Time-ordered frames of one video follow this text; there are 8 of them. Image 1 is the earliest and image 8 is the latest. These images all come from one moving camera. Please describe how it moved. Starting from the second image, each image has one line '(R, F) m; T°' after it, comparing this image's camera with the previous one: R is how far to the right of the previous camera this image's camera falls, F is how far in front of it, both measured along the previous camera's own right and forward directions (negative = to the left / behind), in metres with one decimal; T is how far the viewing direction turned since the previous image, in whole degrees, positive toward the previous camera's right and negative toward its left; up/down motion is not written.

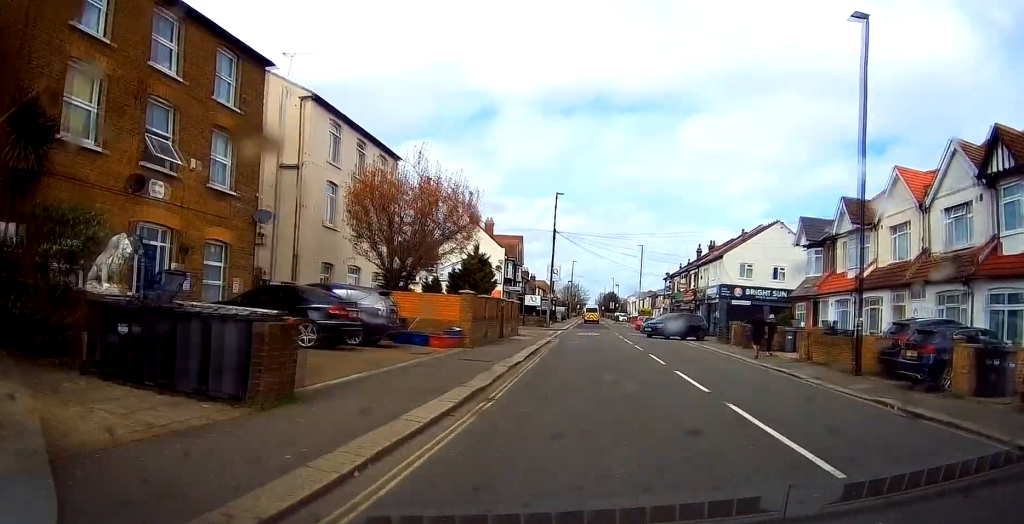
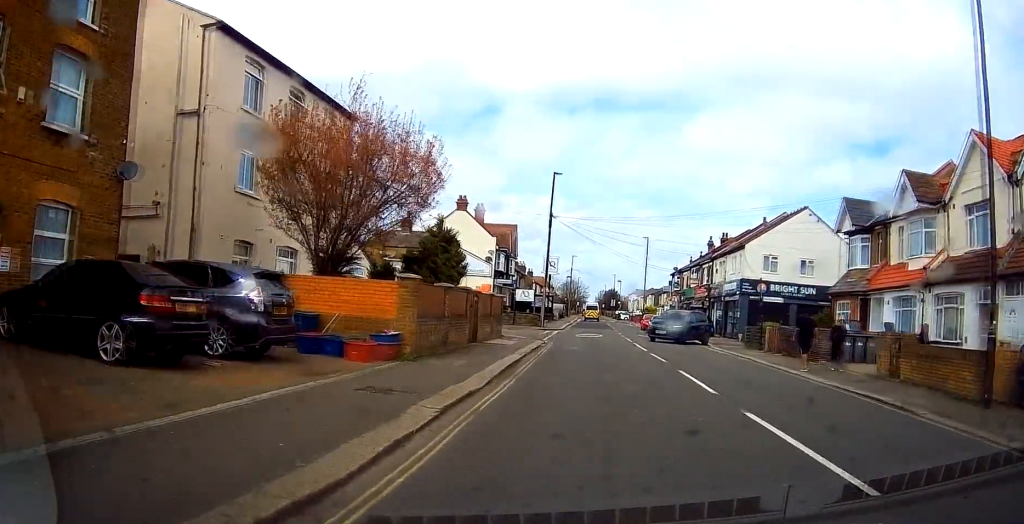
(-0.1, +7.0) m; +2°
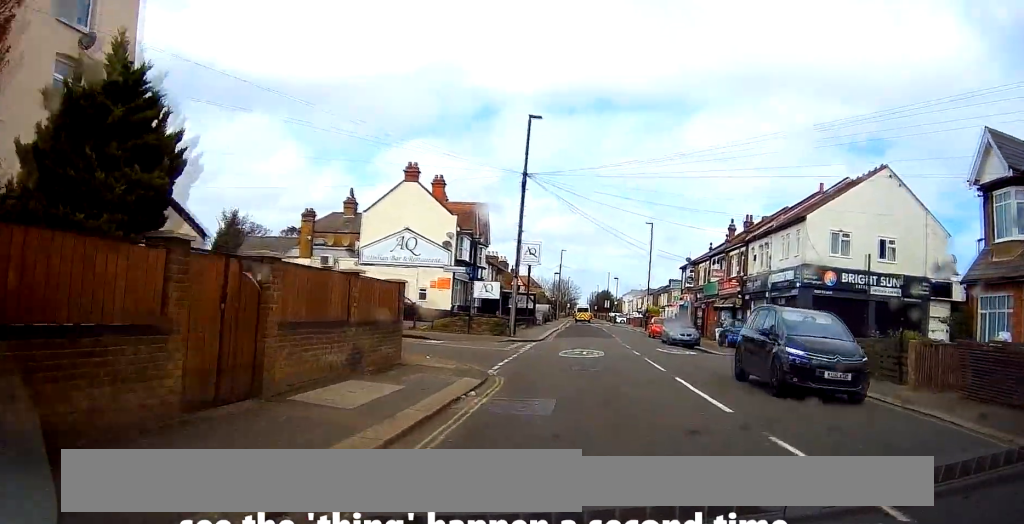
(+0.4, +14.5) m; 0°
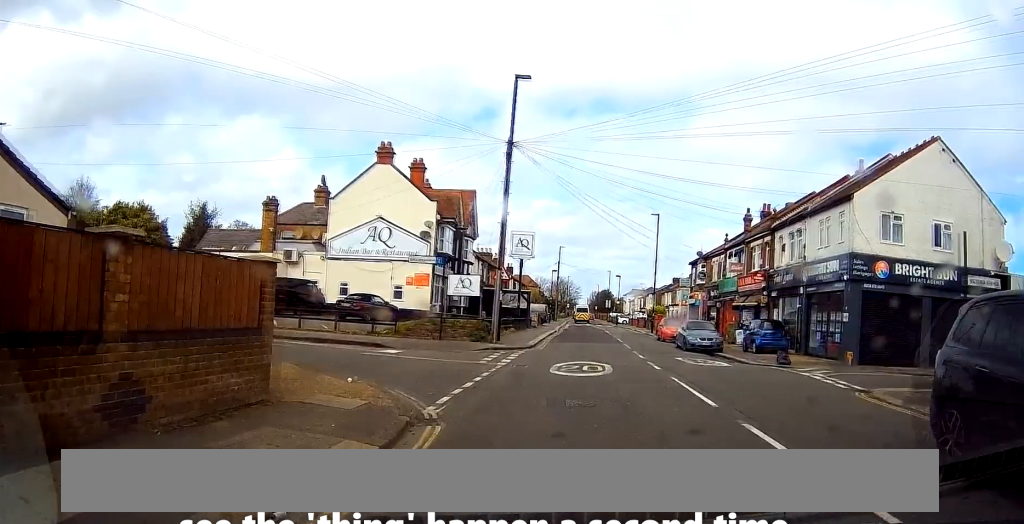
(-0.2, +5.9) m; -1°
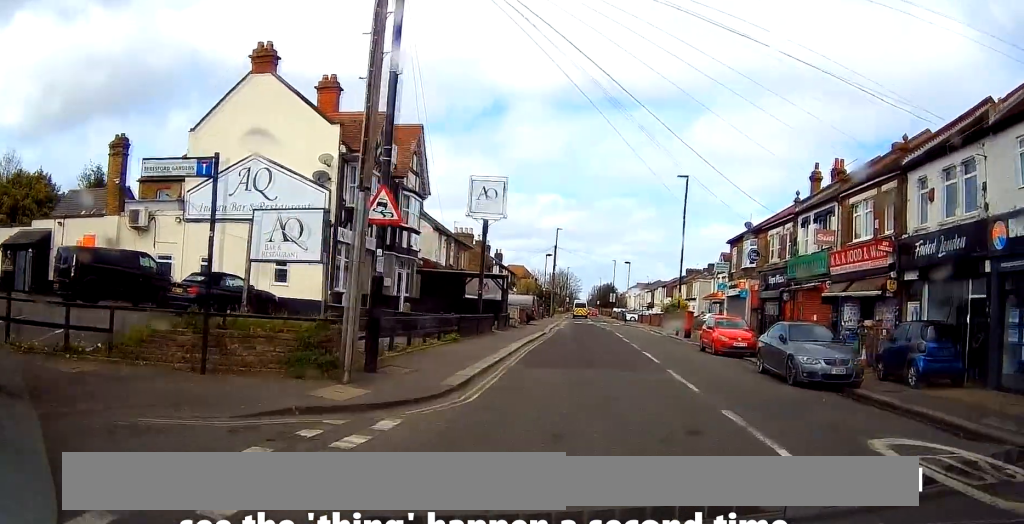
(0.0, +15.3) m; 0°
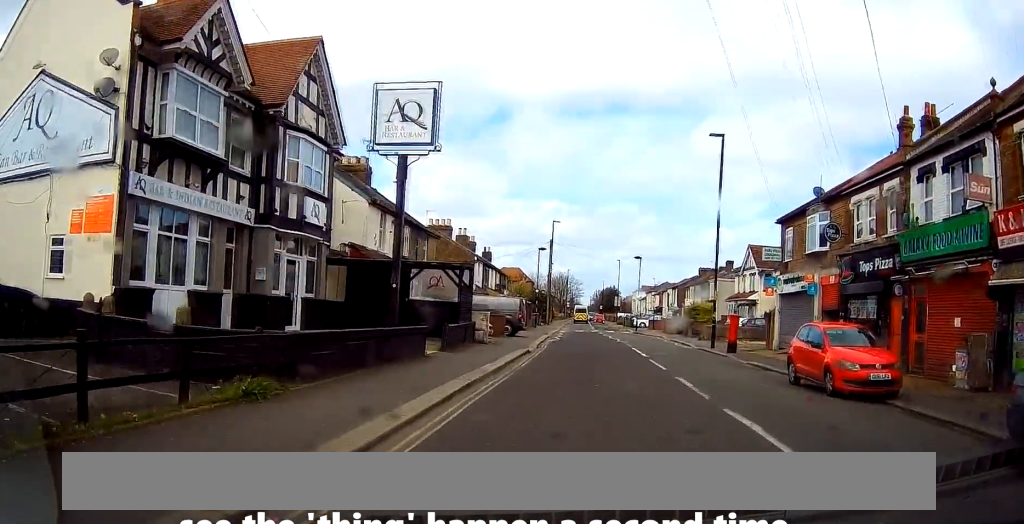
(+0.2, +11.7) m; +1°
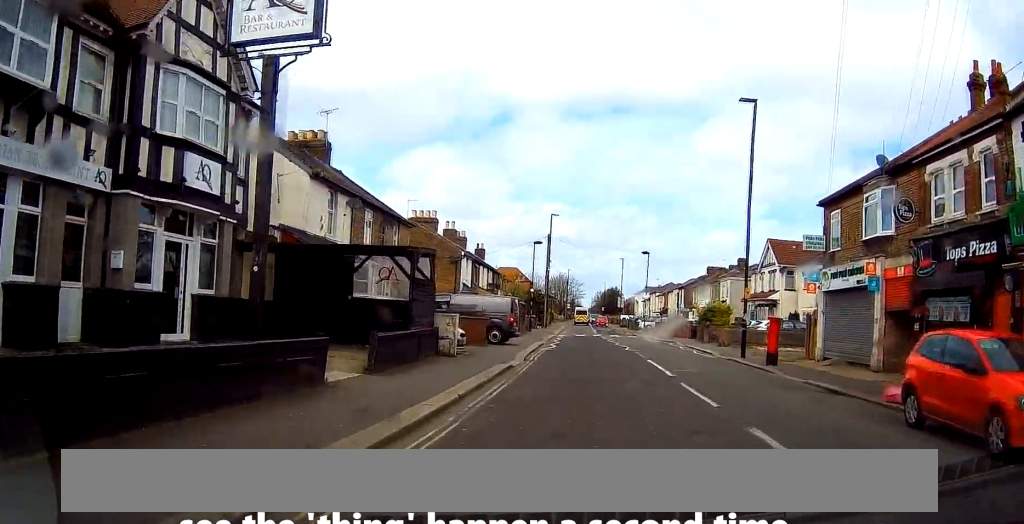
(0.0, +6.2) m; 0°
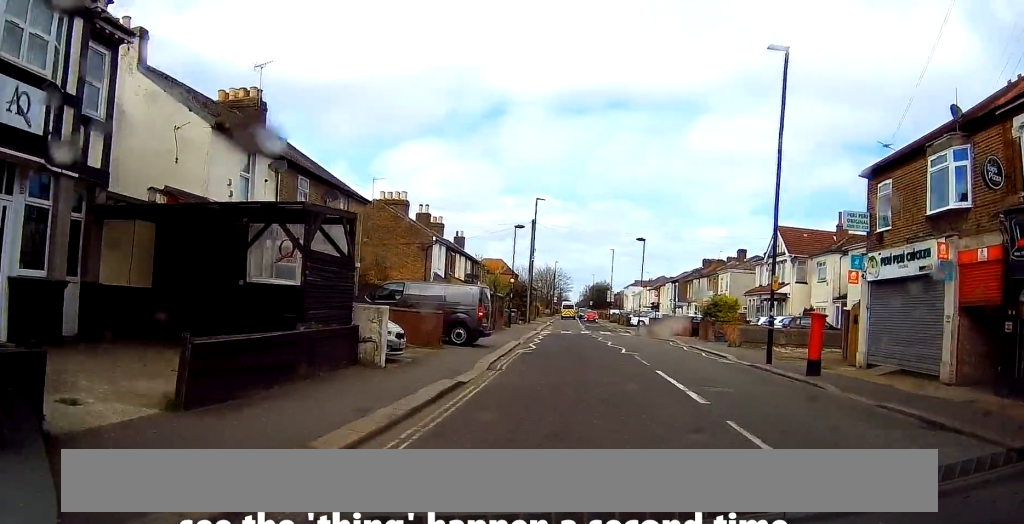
(0.0, +5.6) m; 0°
